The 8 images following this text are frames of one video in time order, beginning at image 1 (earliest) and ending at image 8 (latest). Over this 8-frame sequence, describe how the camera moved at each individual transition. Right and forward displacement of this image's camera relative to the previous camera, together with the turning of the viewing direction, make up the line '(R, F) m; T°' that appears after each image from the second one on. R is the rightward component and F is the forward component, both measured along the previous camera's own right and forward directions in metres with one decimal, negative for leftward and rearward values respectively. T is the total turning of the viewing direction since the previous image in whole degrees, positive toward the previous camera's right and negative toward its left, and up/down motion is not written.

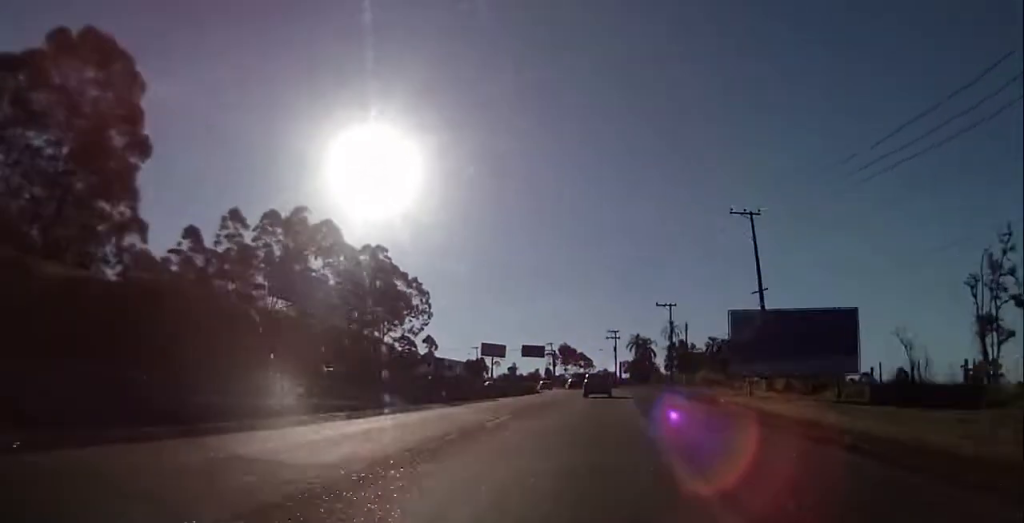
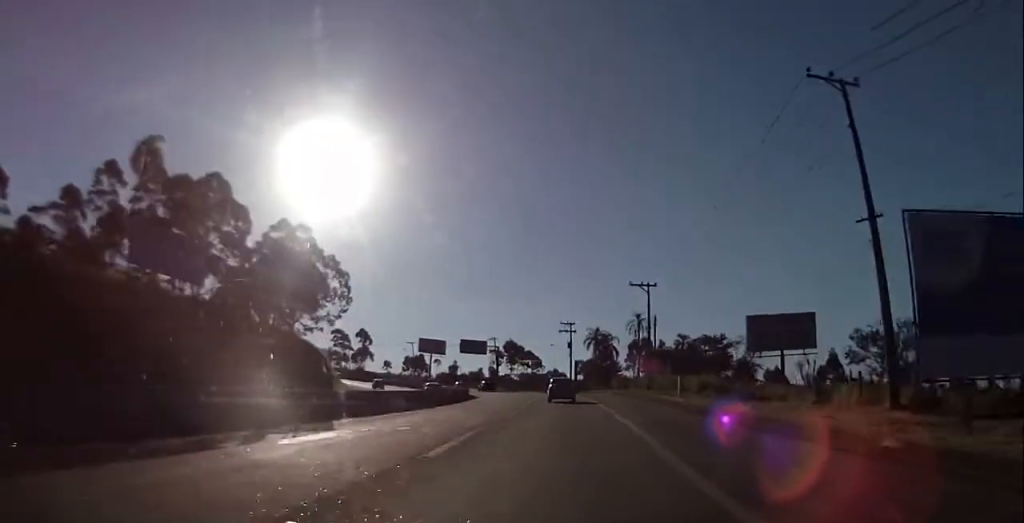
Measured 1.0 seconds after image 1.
(+1.2, +19.9) m; +4°
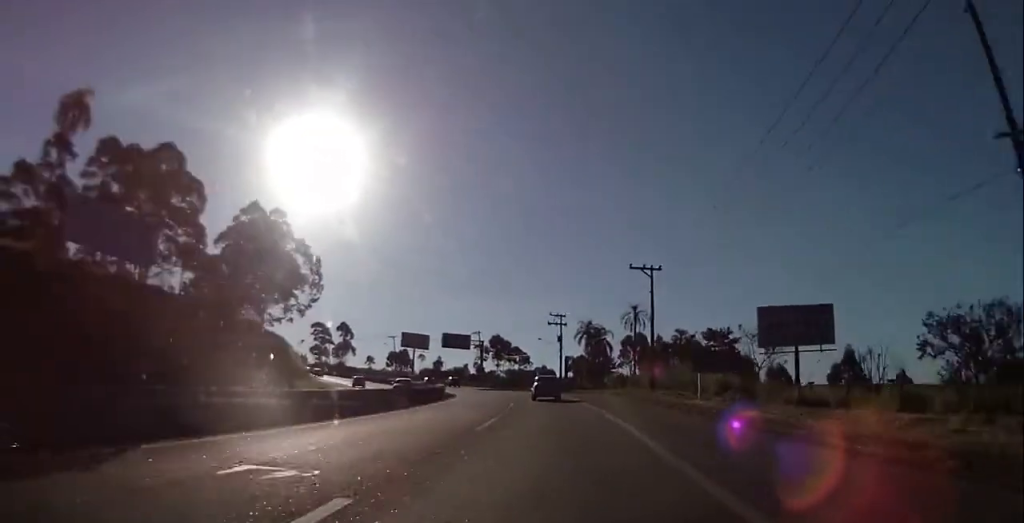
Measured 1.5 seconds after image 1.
(+0.1, +8.2) m; +1°
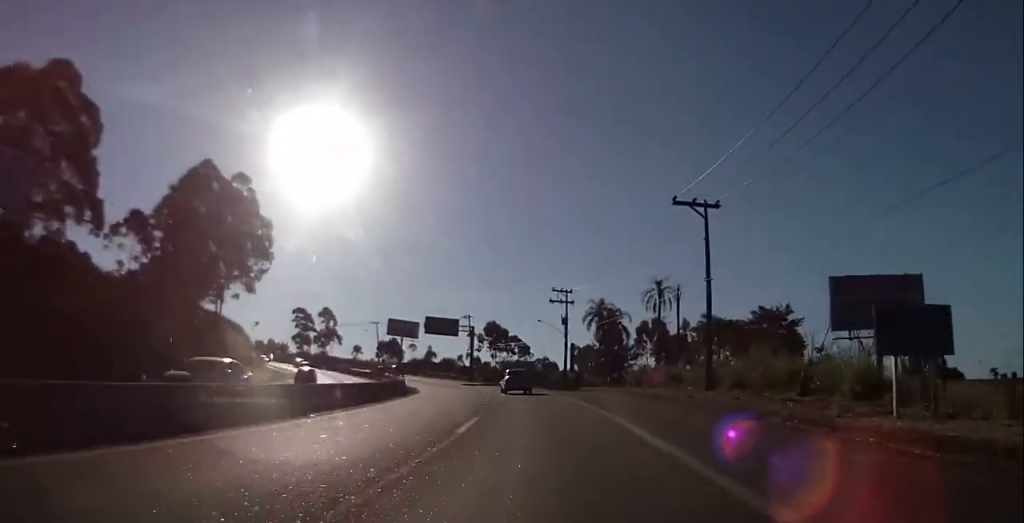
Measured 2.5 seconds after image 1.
(+0.4, +18.3) m; +2°
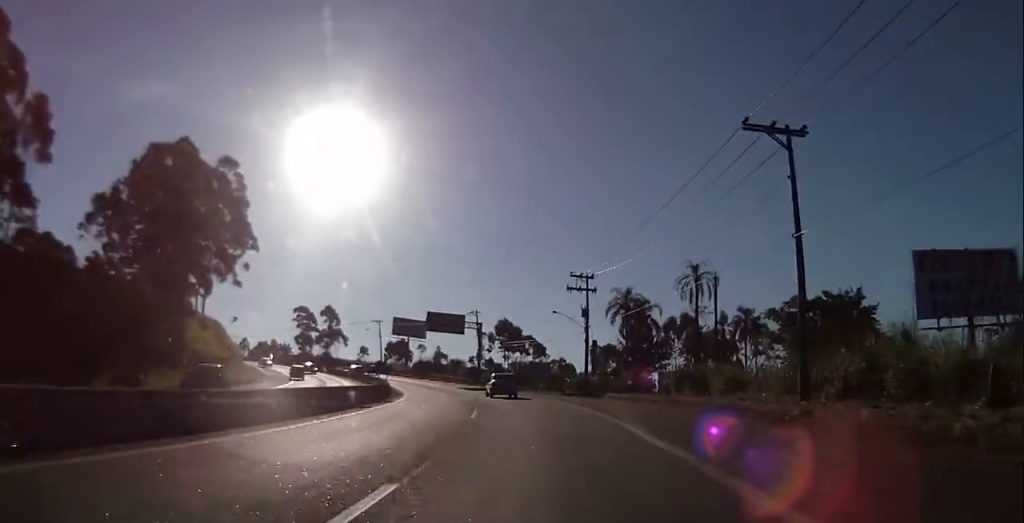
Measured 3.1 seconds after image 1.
(+0.2, +11.2) m; 0°
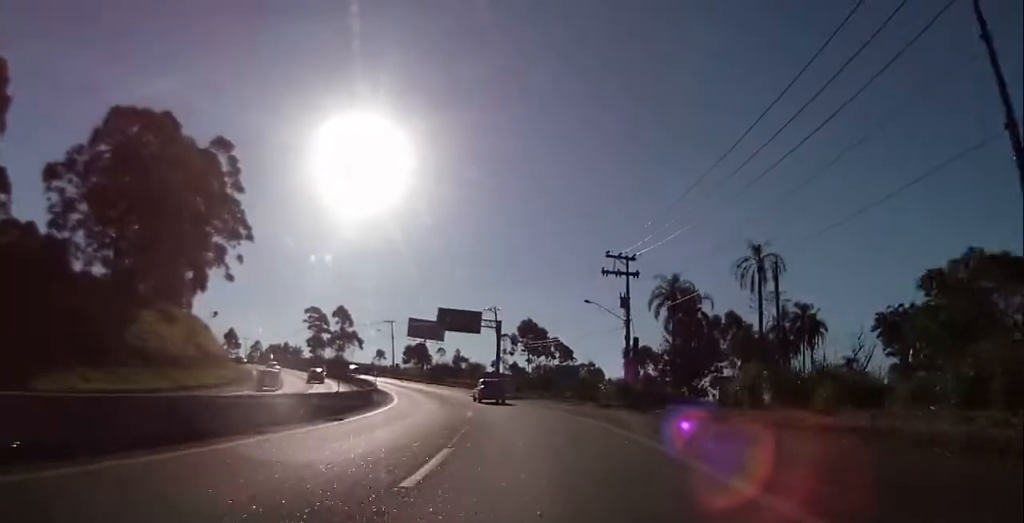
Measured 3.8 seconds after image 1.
(-0.1, +11.5) m; -2°
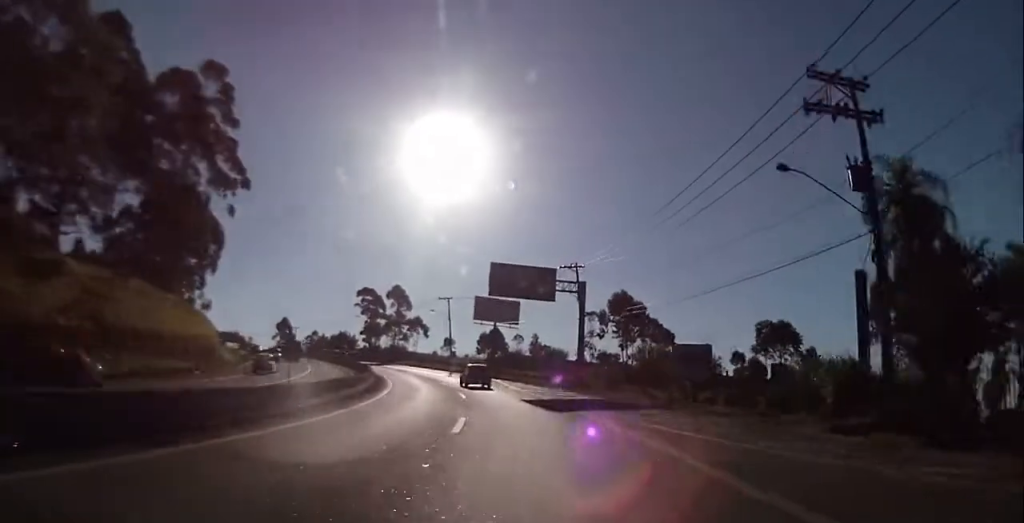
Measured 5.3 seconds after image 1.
(-1.1, +25.5) m; -5°
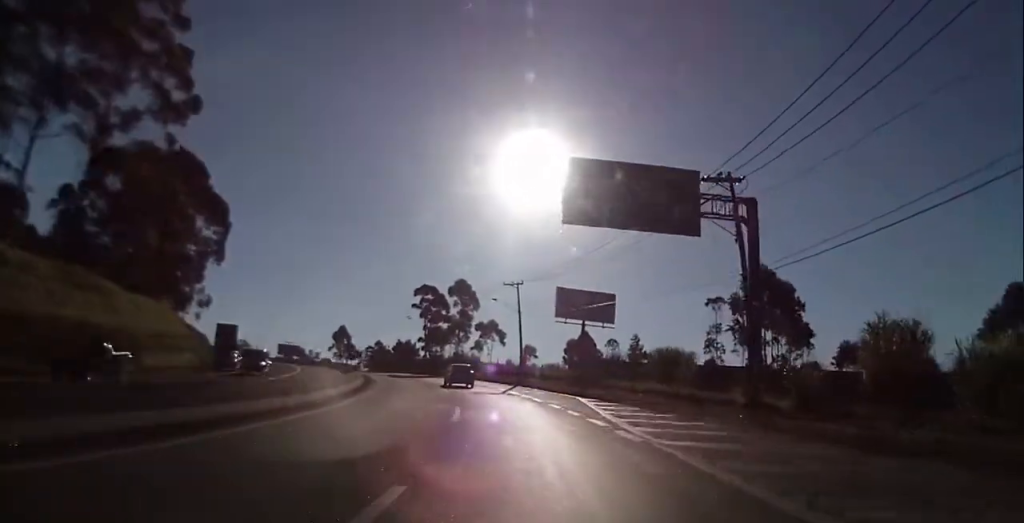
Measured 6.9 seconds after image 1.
(-2.0, +26.8) m; -11°
